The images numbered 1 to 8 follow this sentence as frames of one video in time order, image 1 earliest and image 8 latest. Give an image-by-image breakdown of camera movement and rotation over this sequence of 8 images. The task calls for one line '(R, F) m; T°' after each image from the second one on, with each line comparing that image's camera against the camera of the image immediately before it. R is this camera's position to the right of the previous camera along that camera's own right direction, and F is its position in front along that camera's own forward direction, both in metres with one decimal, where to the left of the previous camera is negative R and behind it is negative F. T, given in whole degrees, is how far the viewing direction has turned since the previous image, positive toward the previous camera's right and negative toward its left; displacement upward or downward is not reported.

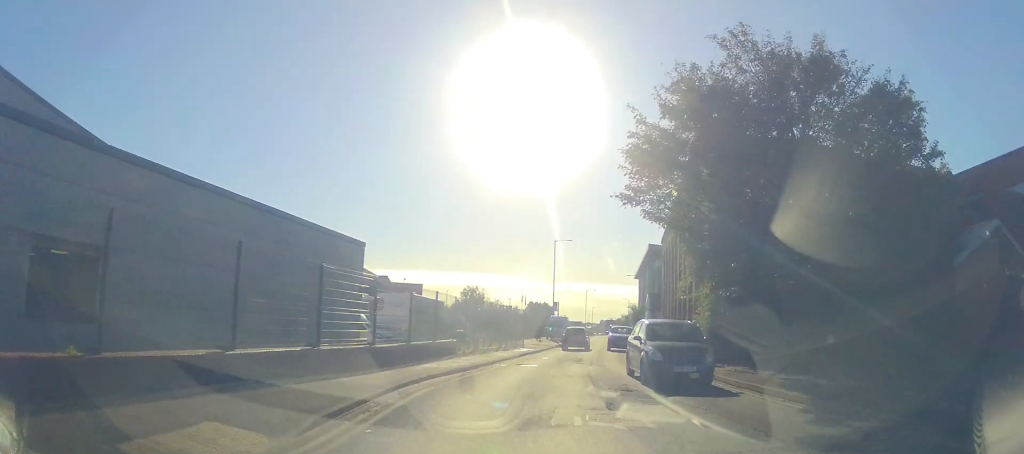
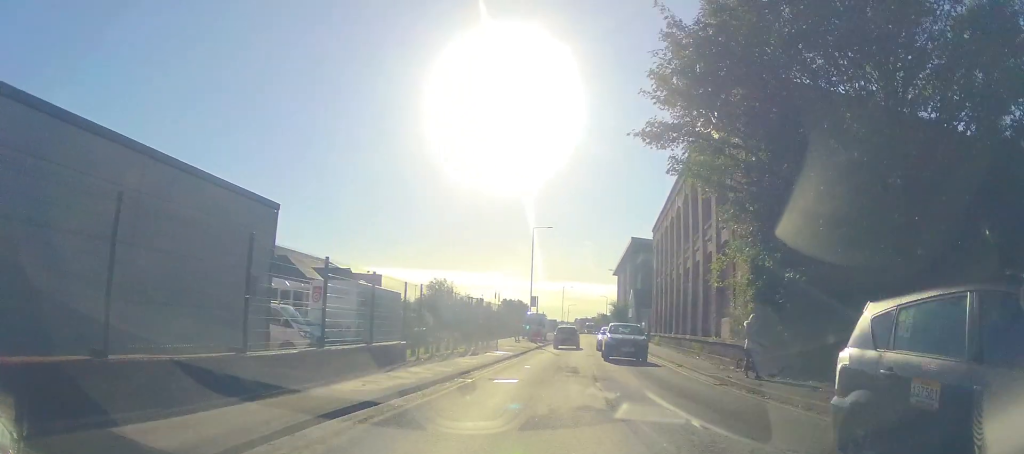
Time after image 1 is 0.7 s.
(0.0, +6.4) m; +1°
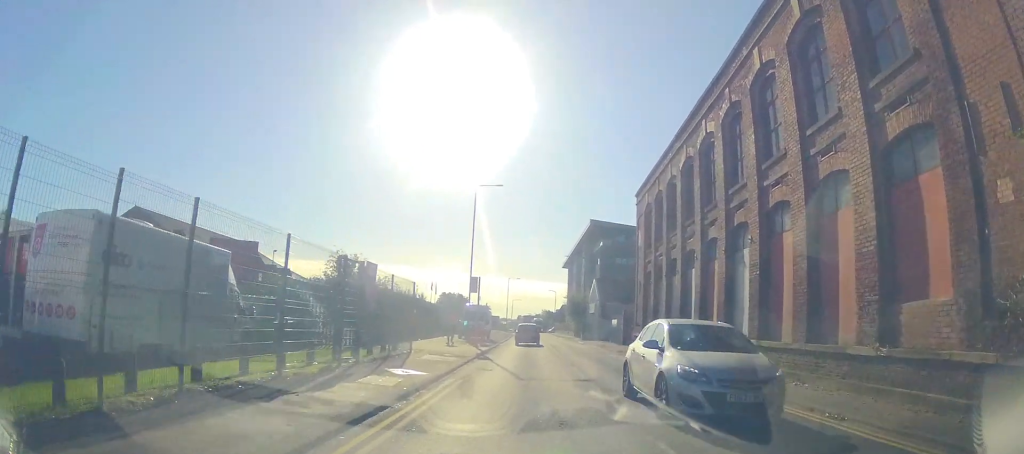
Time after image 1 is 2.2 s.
(+0.3, +13.5) m; +1°
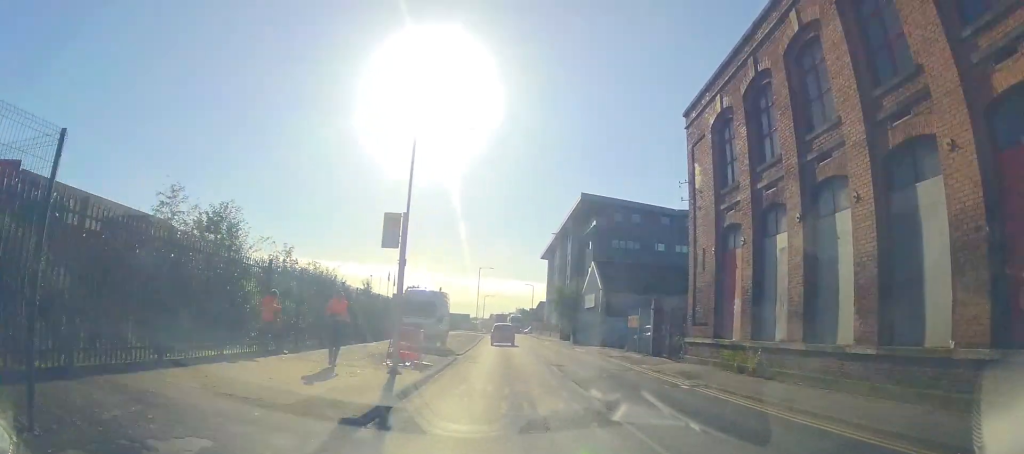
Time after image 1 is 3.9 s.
(+0.5, +15.6) m; +5°
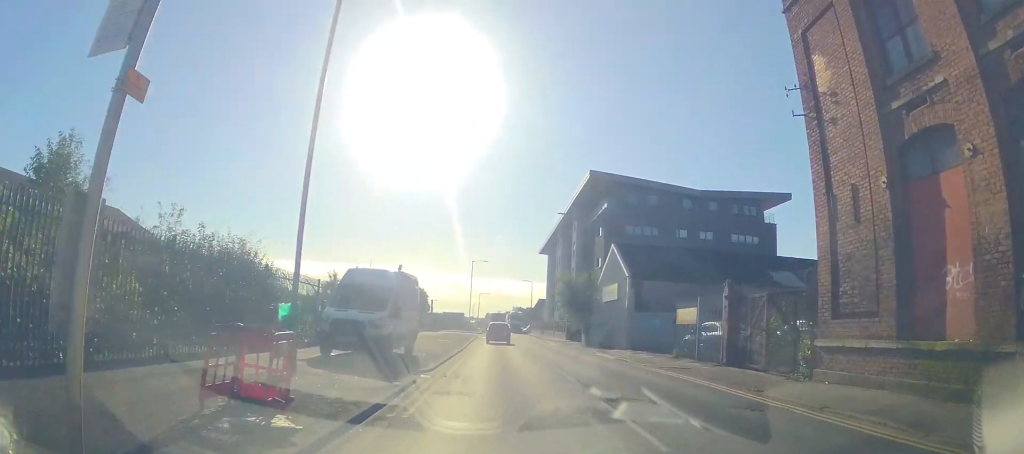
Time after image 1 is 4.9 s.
(+0.3, +9.9) m; +2°
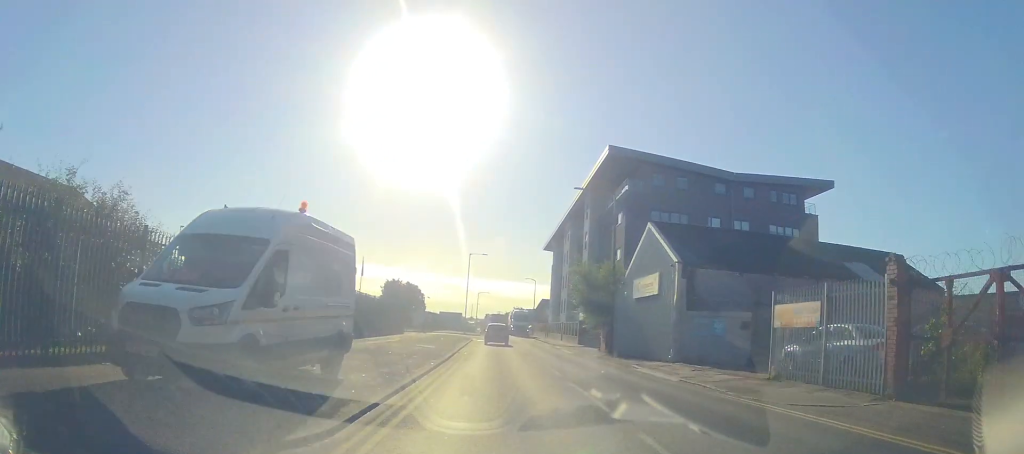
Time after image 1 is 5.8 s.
(0.0, +9.1) m; 0°
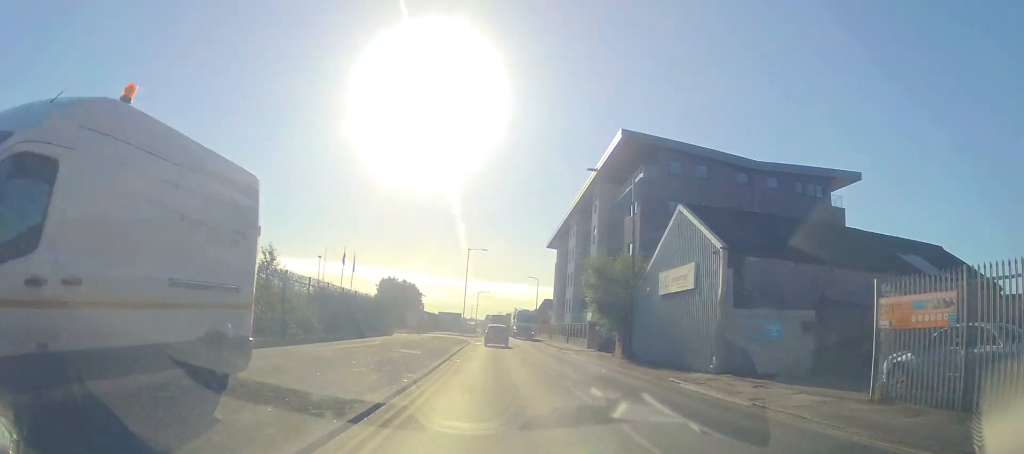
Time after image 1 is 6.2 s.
(0.0, +5.1) m; 0°
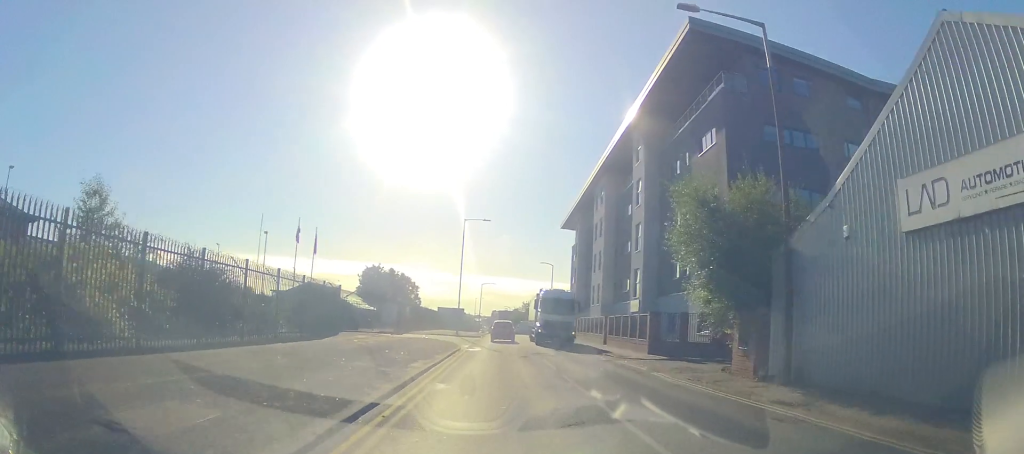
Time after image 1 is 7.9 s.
(0.0, +17.4) m; -1°
